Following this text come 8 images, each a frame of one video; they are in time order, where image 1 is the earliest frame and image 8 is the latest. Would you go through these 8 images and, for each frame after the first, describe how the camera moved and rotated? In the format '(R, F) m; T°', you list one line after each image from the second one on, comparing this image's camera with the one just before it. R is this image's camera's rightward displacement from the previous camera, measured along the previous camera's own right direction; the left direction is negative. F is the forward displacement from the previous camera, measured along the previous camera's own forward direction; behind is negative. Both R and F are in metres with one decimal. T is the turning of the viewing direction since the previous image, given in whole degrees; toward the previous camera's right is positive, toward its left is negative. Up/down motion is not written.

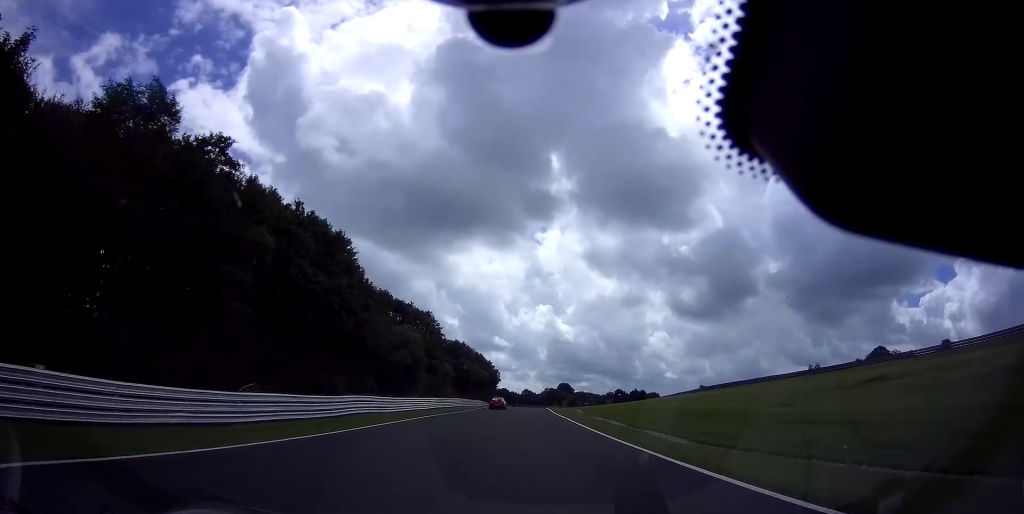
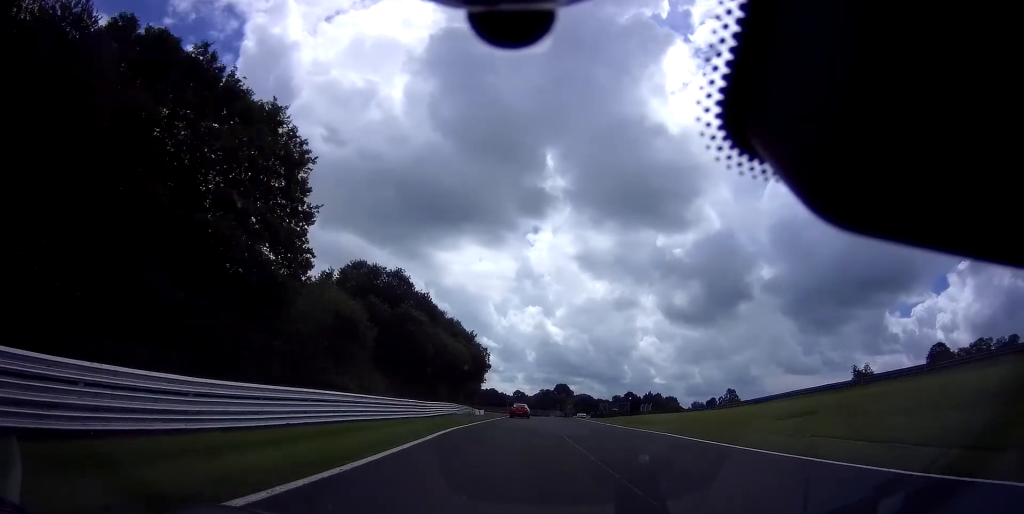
(-0.3, +54.4) m; +1°
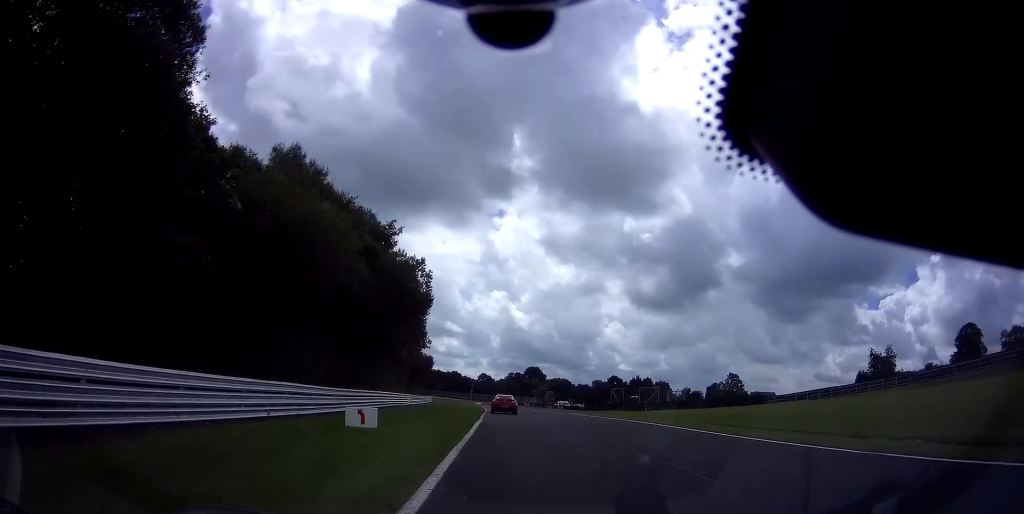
(+1.1, +40.6) m; +3°
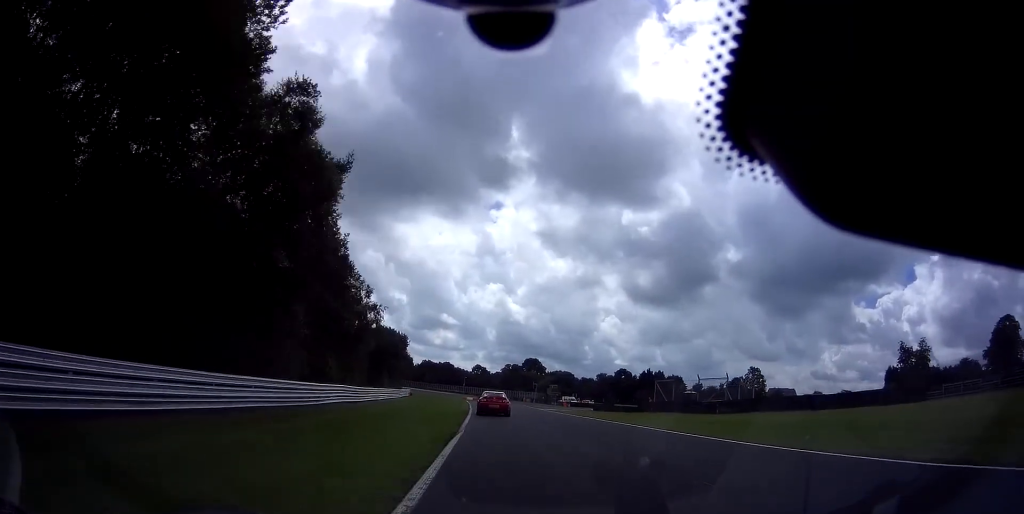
(+0.4, +23.6) m; 0°
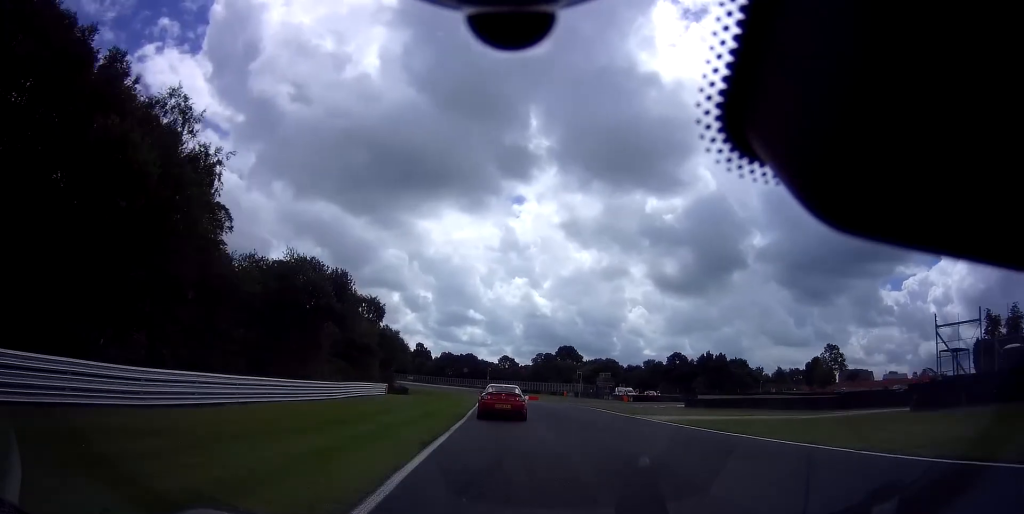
(-0.1, +37.2) m; -1°
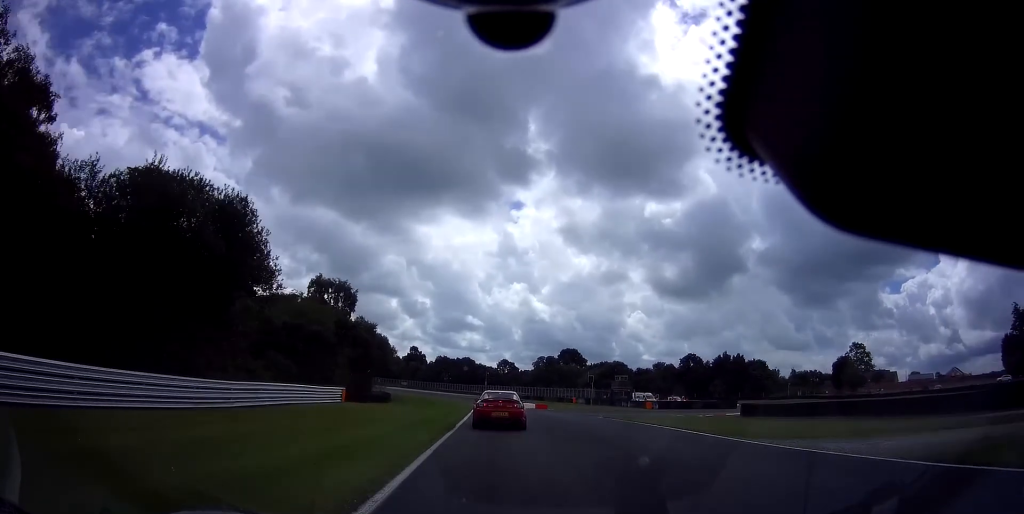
(-0.2, +15.2) m; 0°
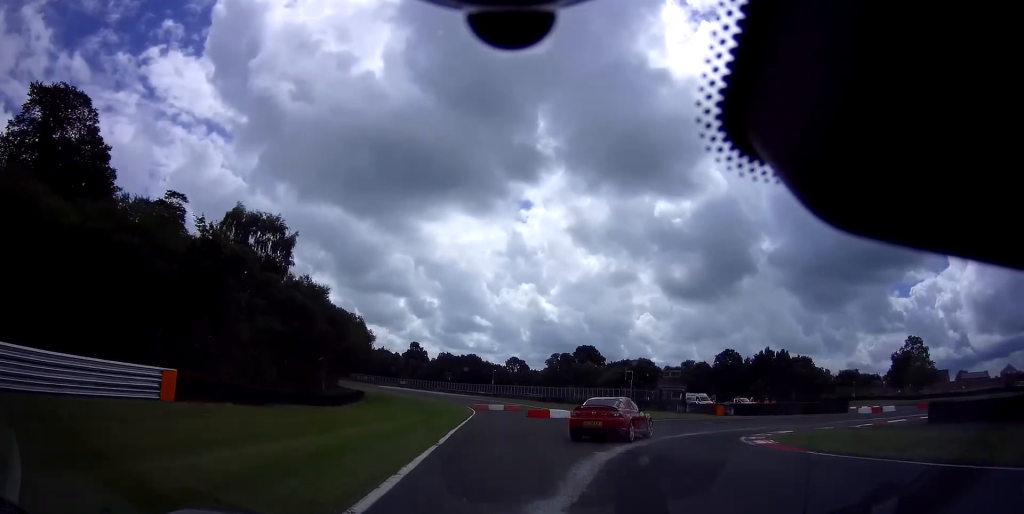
(0.0, +23.4) m; +4°
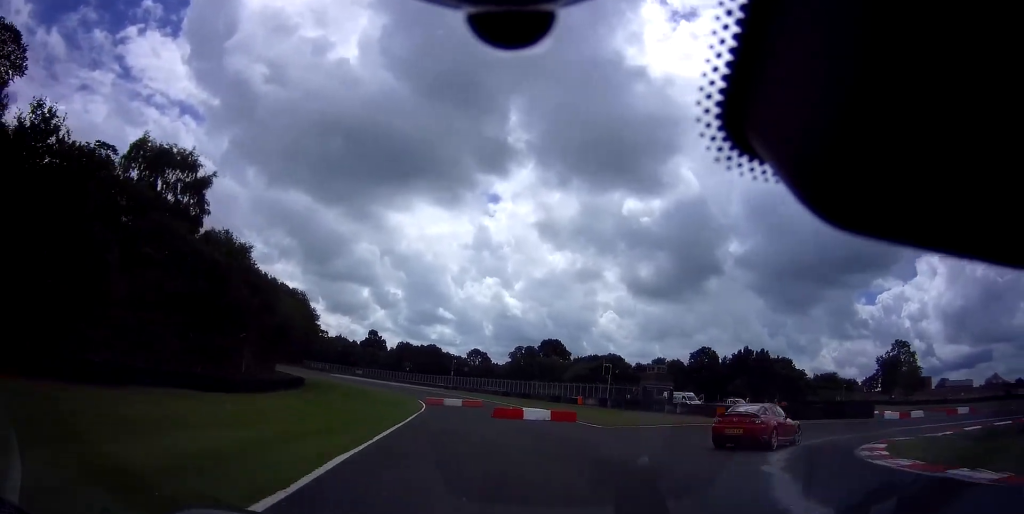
(+0.4, +9.3) m; +10°
